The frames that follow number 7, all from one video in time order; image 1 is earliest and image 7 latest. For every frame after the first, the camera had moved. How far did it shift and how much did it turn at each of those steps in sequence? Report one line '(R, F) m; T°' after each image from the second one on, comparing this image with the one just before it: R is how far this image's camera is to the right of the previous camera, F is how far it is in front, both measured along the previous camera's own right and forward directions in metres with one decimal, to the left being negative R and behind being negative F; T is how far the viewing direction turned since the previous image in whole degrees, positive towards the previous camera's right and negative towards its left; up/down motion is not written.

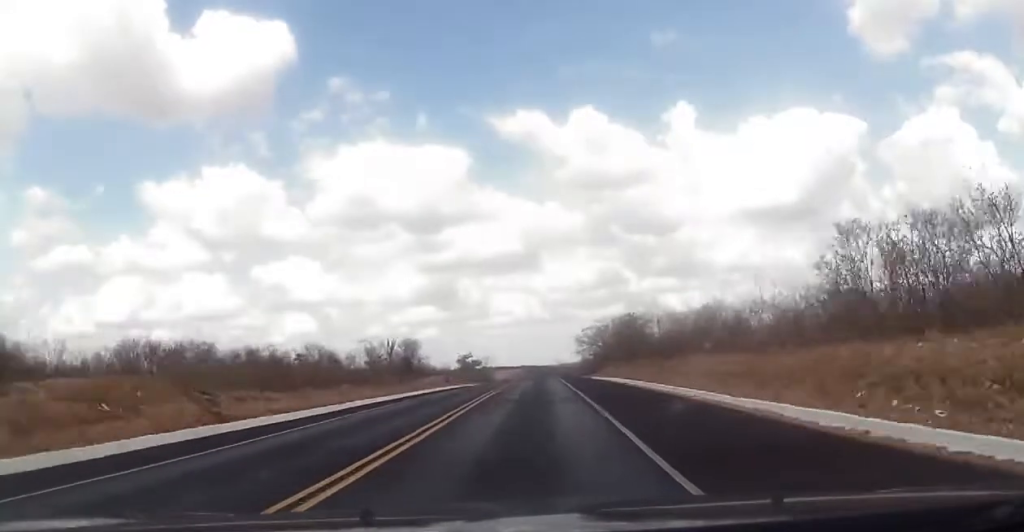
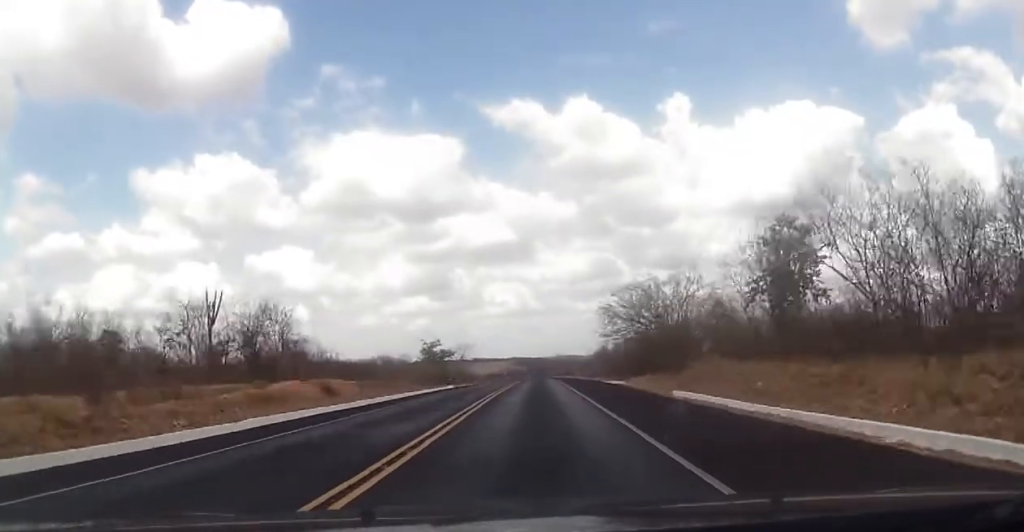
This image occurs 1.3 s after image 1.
(-0.3, +44.7) m; -1°
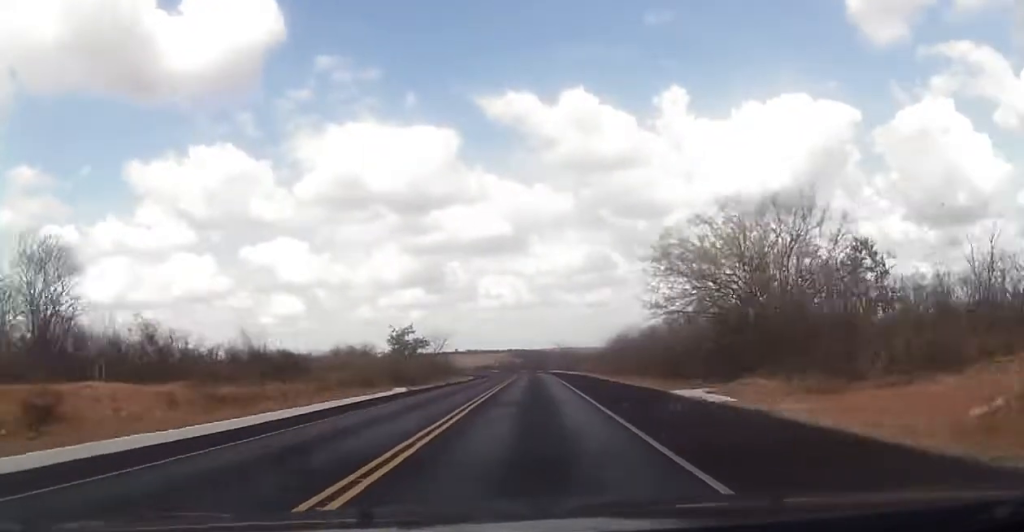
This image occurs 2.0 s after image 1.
(+0.1, +23.4) m; 0°
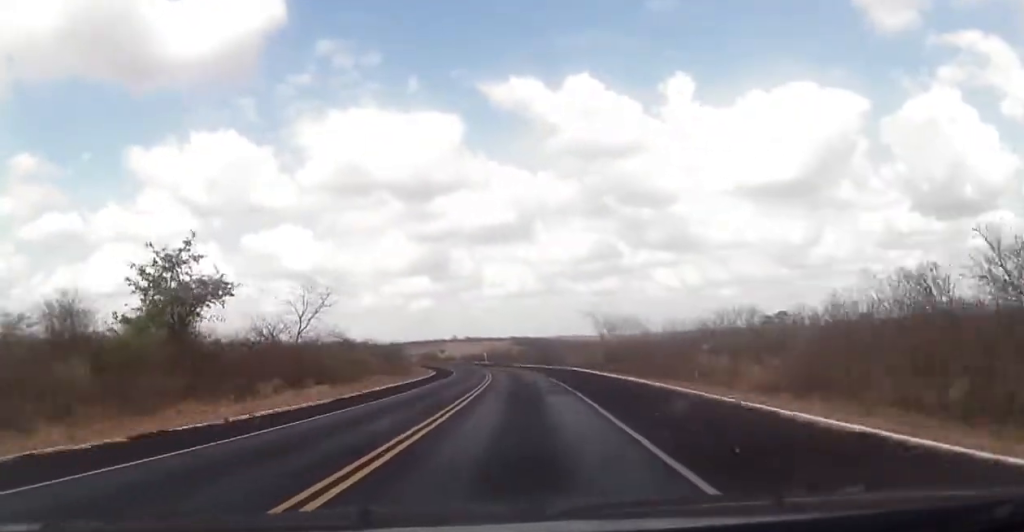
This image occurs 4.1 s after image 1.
(+0.1, +67.4) m; 0°
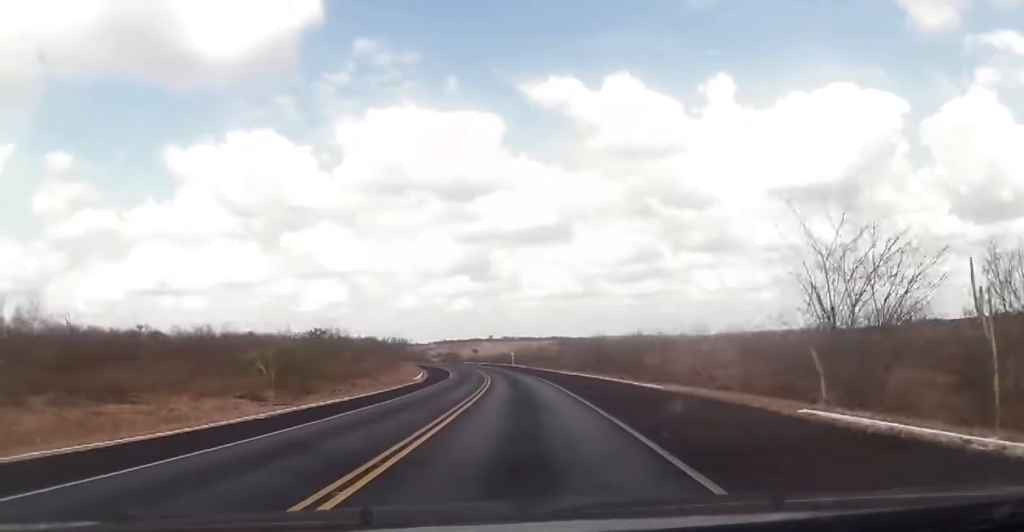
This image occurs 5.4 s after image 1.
(-0.1, +42.4) m; -1°
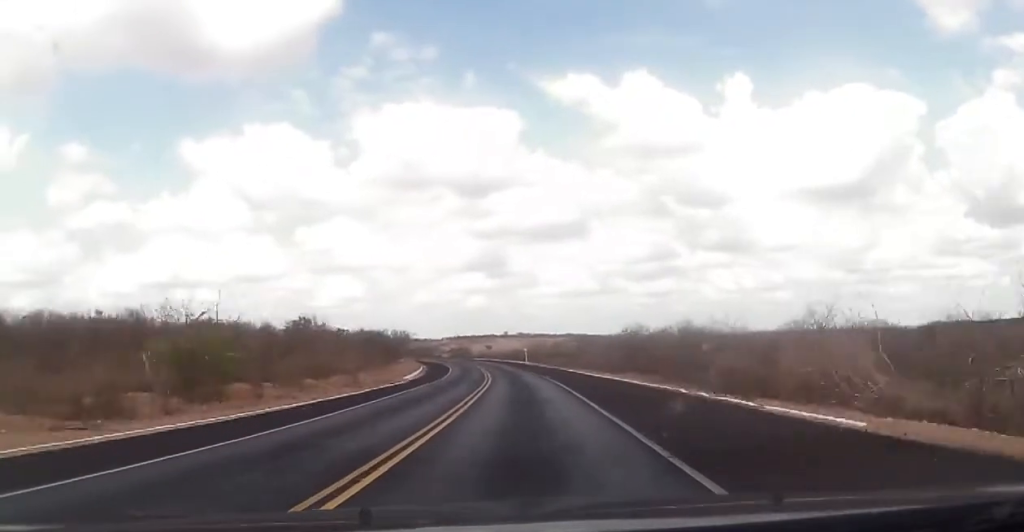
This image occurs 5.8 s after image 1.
(-0.1, +14.2) m; -1°
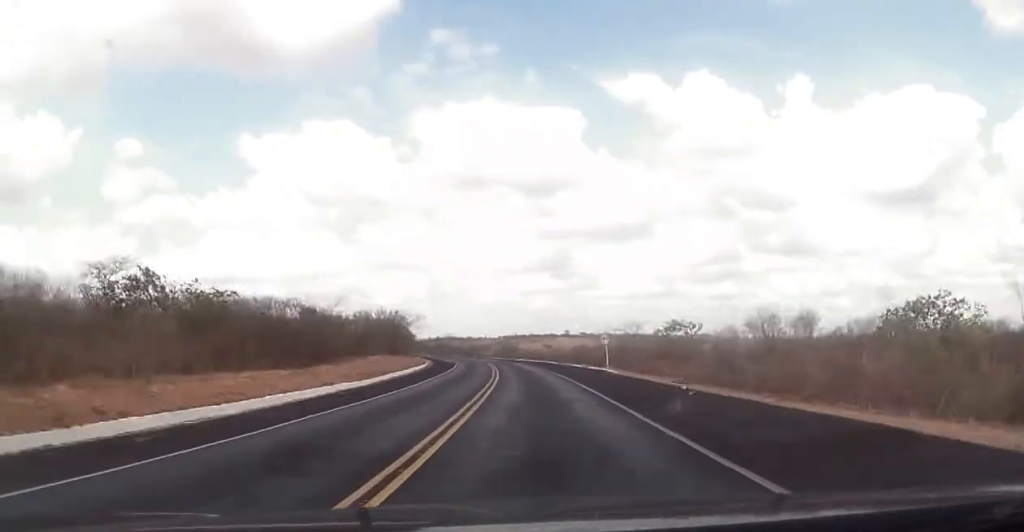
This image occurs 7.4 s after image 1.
(-1.4, +51.5) m; -4°
